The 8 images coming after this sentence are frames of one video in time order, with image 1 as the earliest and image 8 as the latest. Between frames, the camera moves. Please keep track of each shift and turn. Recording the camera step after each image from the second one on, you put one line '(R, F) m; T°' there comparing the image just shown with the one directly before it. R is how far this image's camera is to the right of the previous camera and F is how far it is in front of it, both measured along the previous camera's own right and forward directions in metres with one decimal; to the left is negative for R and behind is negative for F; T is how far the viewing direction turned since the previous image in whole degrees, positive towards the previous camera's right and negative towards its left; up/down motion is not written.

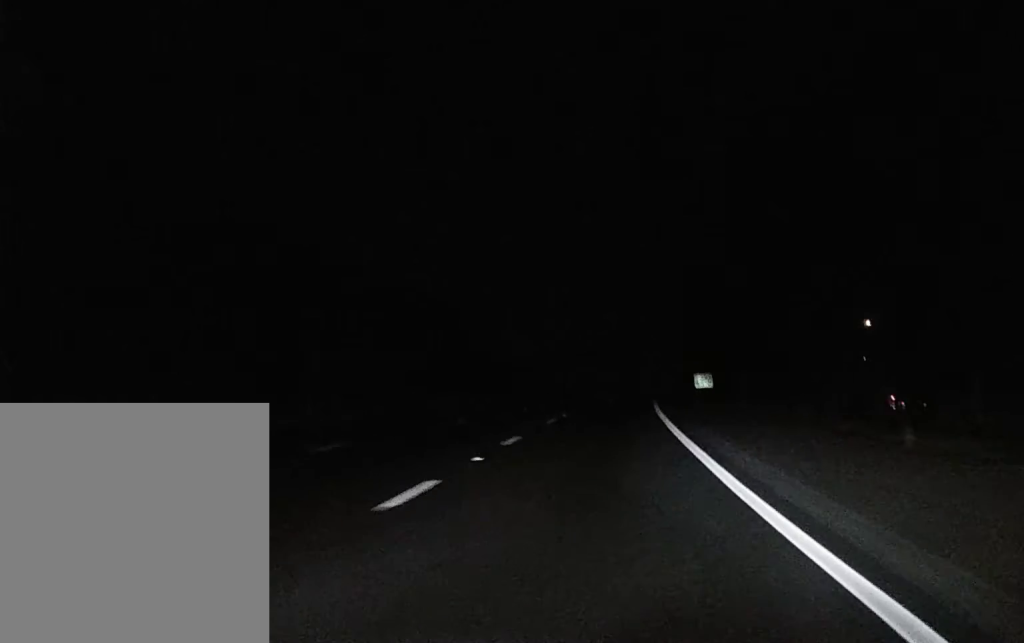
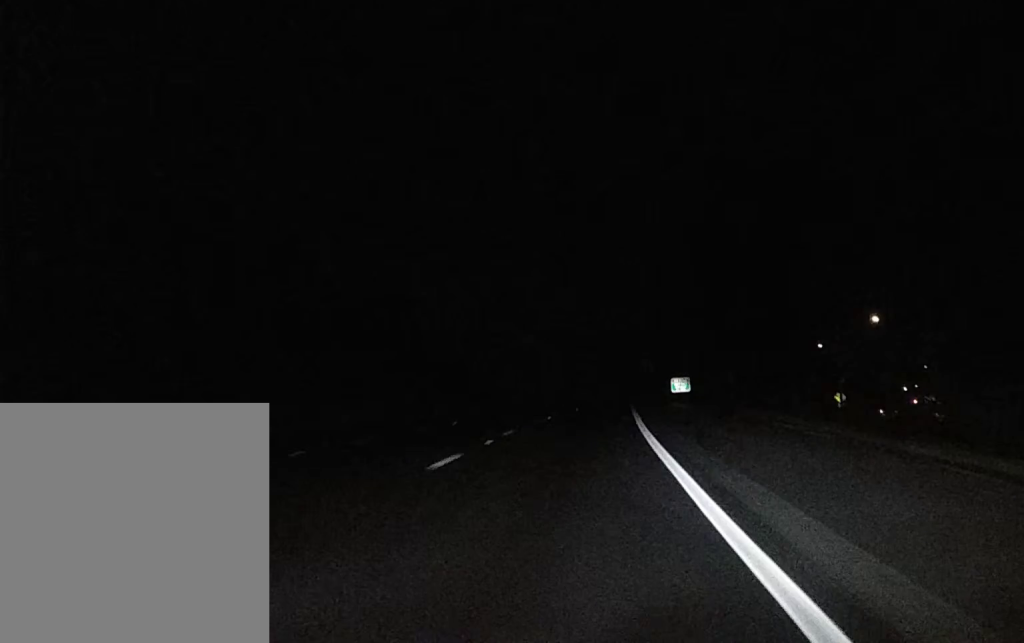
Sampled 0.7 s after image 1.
(+0.1, +14.0) m; +1°
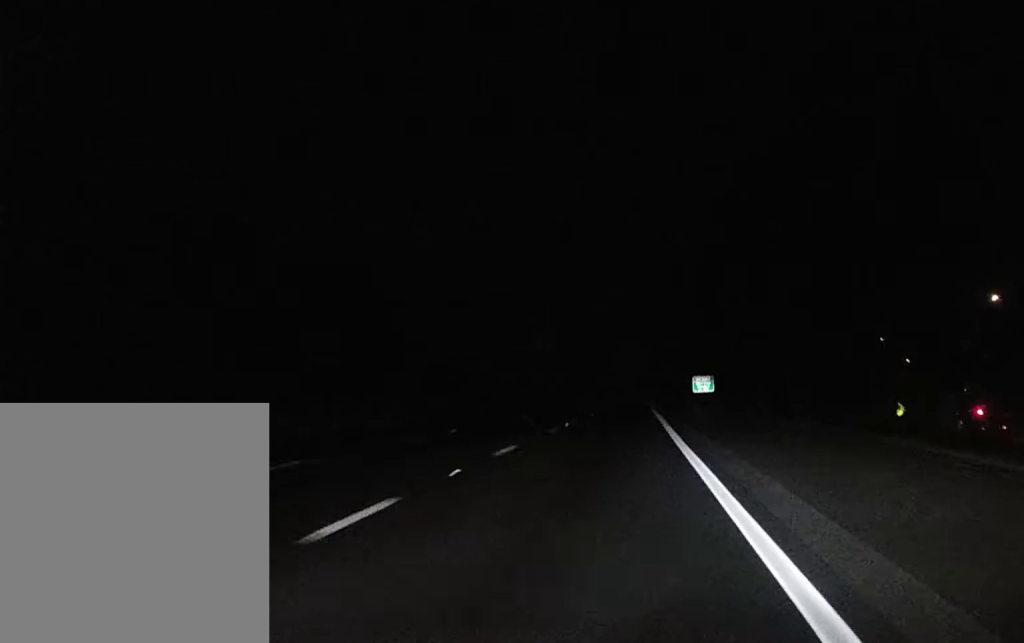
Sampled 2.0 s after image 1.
(+0.2, +30.9) m; 0°
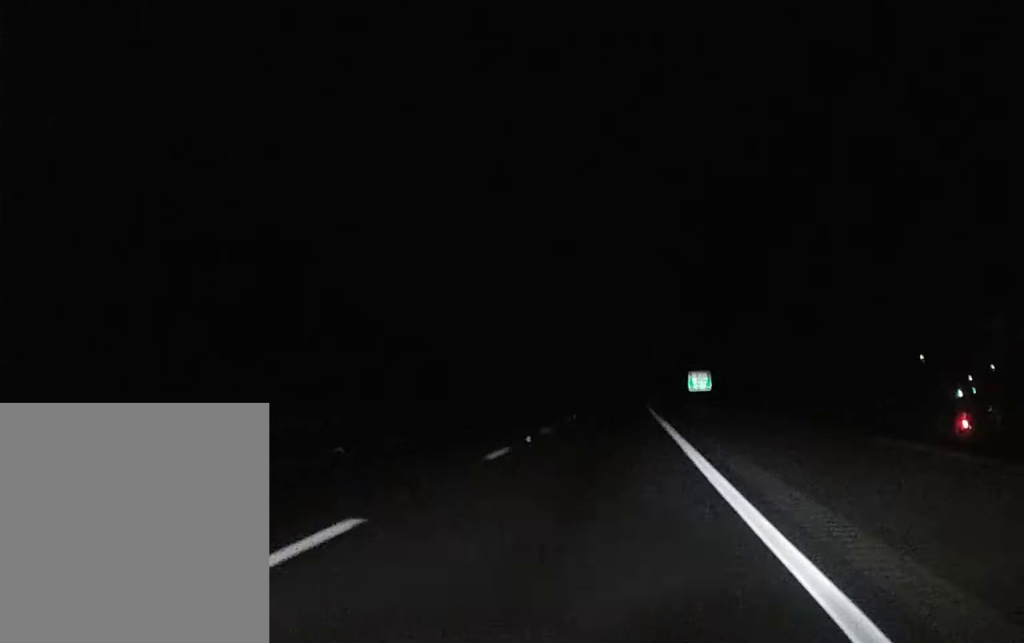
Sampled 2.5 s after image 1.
(-0.3, +13.6) m; +1°
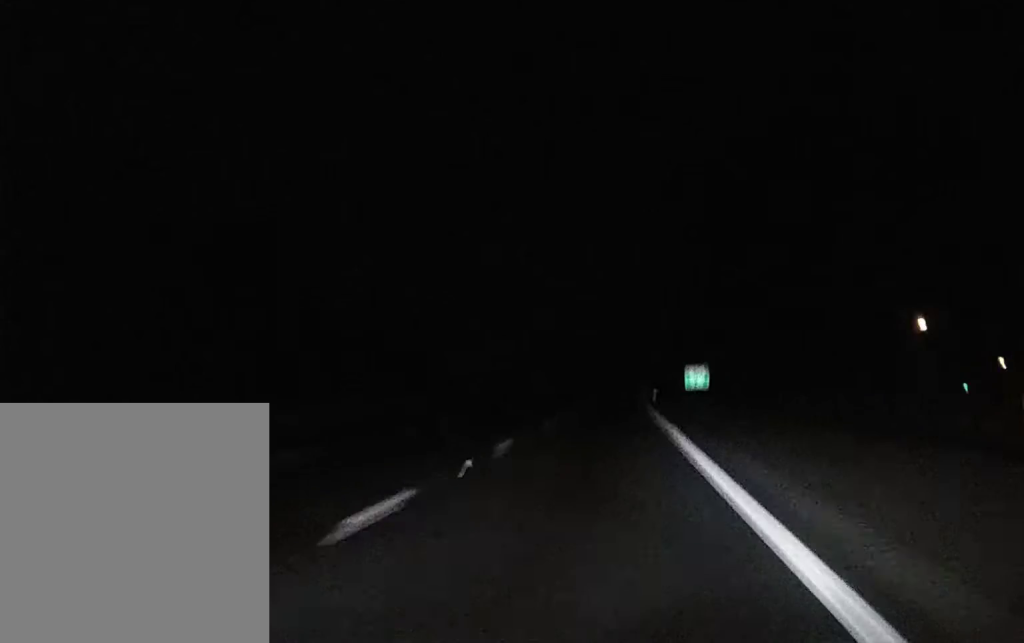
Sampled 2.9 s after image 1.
(+0.1, +12.2) m; +1°
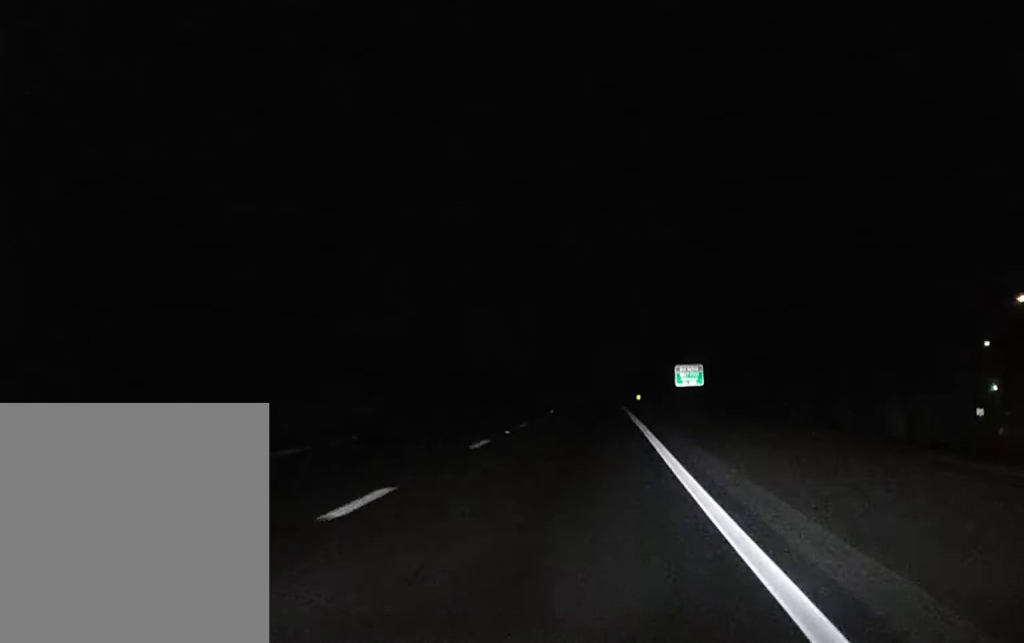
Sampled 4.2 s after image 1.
(+0.8, +37.3) m; +1°
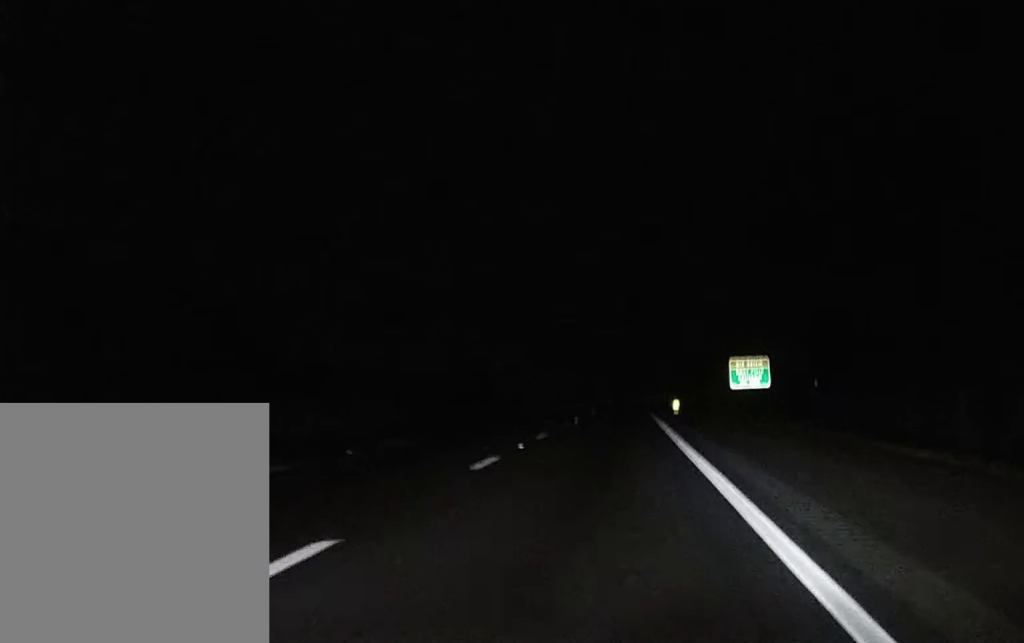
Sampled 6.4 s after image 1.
(-0.8, +57.6) m; -1°
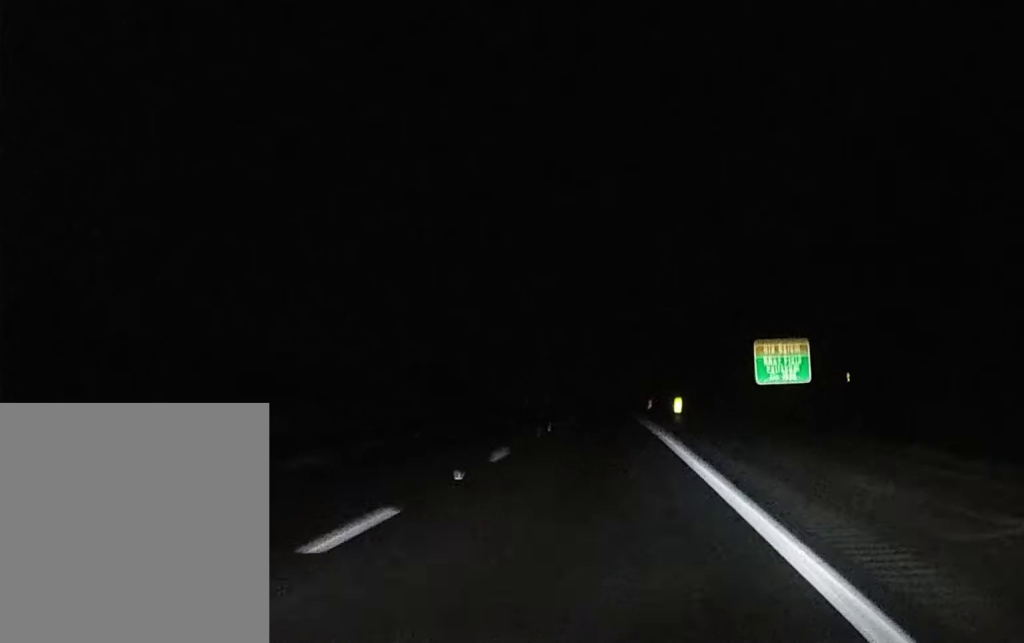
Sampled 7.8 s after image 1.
(+0.4, +38.9) m; +1°
